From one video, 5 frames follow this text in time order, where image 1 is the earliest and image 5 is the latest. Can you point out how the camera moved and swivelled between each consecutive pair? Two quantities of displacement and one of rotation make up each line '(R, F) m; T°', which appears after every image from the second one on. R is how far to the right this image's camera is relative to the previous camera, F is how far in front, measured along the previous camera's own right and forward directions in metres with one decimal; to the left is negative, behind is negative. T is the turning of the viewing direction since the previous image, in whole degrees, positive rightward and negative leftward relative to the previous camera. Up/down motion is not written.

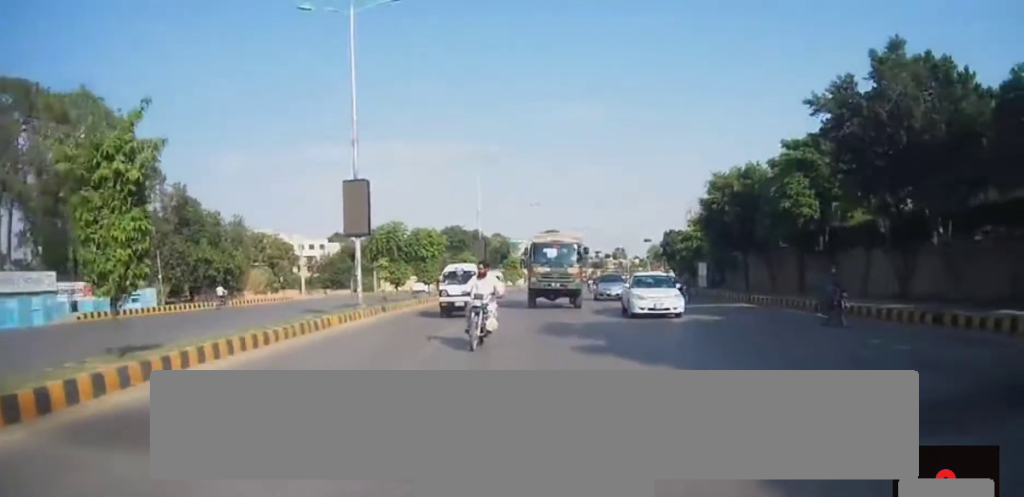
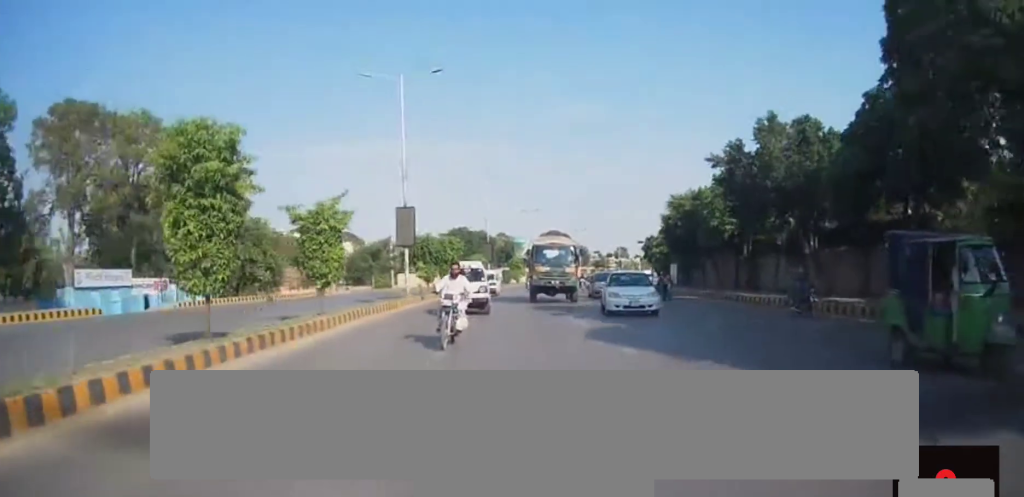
(-0.2, +11.1) m; -1°
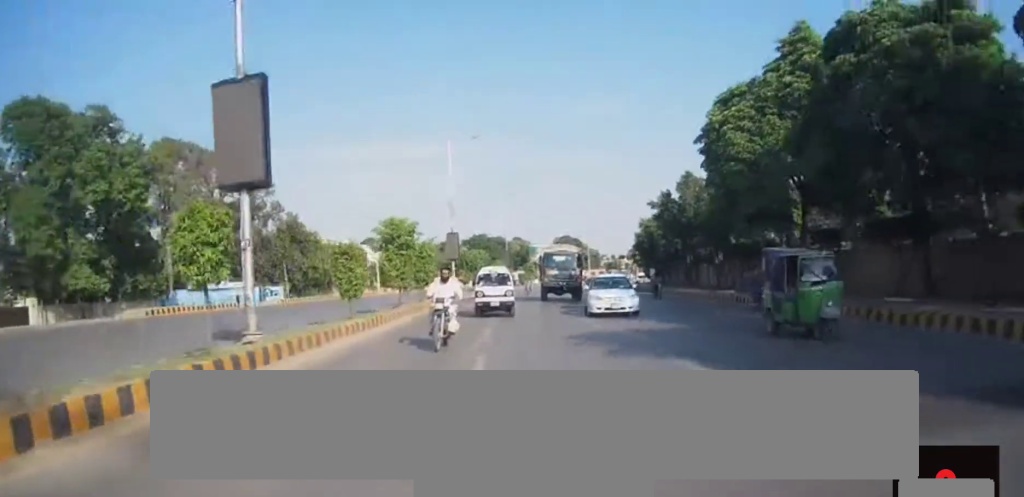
(-0.1, +16.6) m; -3°
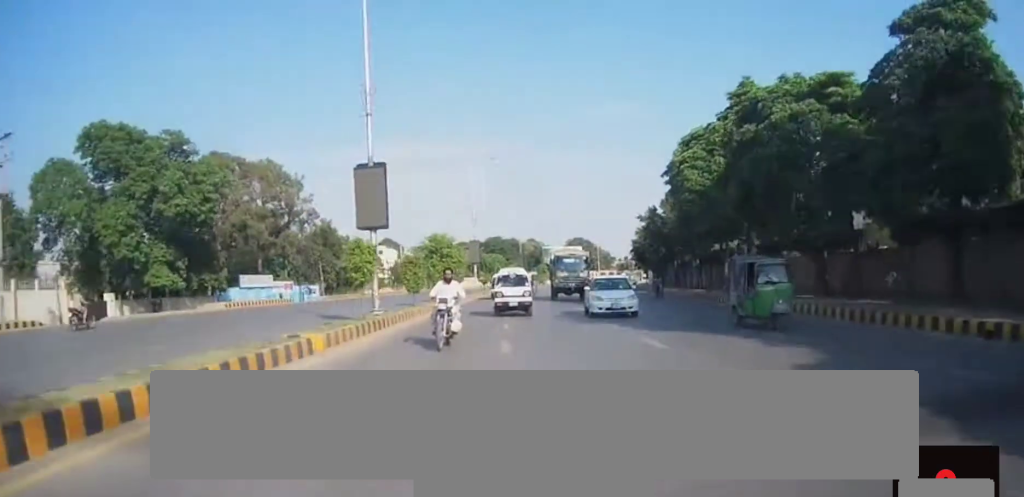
(-0.3, +9.3) m; -1°
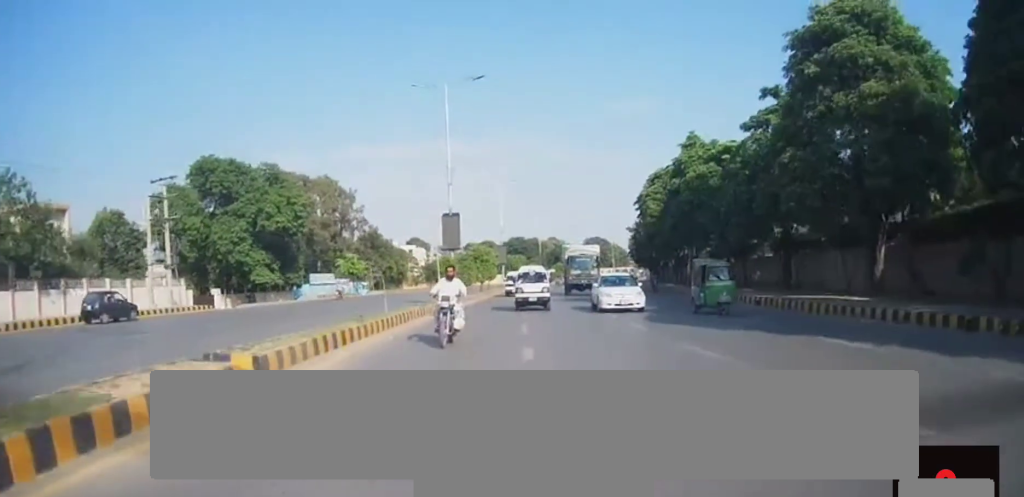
(-0.1, +16.6) m; -3°
